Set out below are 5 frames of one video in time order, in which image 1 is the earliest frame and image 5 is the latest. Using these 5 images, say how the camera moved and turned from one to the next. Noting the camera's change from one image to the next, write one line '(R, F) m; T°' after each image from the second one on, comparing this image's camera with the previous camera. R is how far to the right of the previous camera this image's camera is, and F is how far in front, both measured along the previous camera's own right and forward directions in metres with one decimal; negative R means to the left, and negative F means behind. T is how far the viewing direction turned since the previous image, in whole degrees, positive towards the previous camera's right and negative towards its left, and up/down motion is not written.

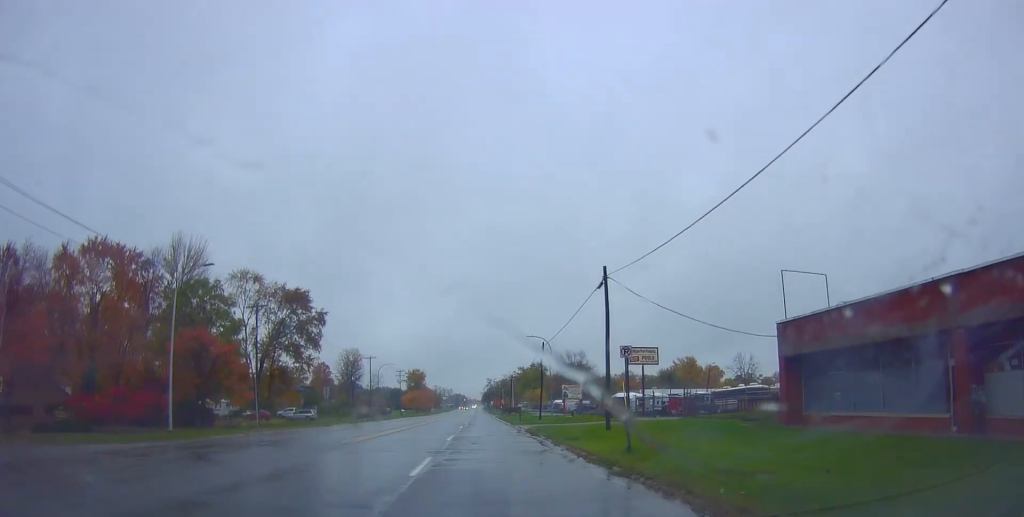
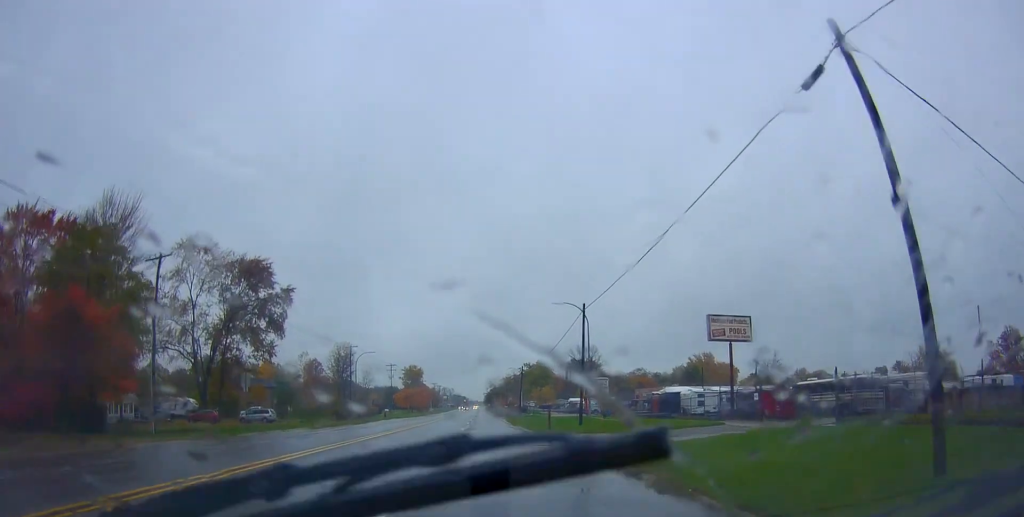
(+0.3, +20.2) m; +1°
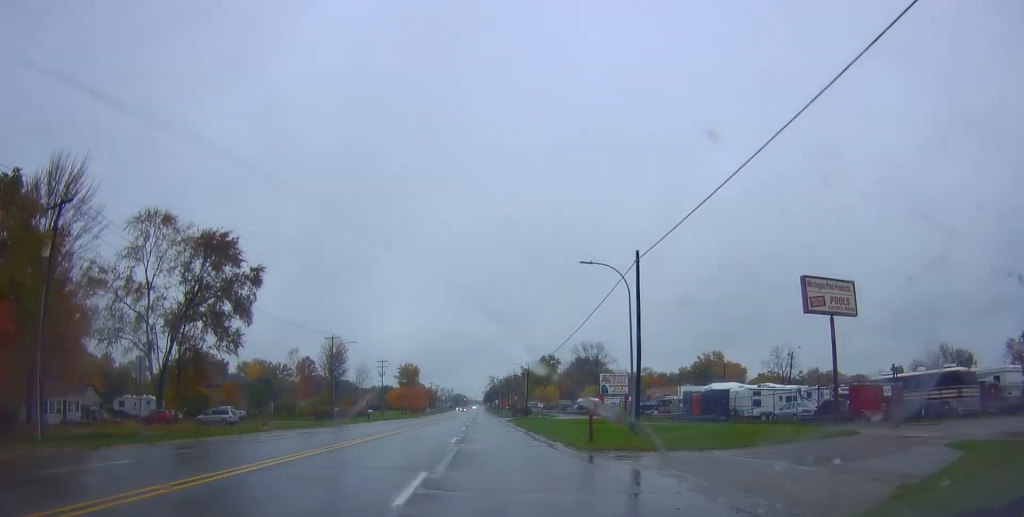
(+0.2, +12.1) m; 0°
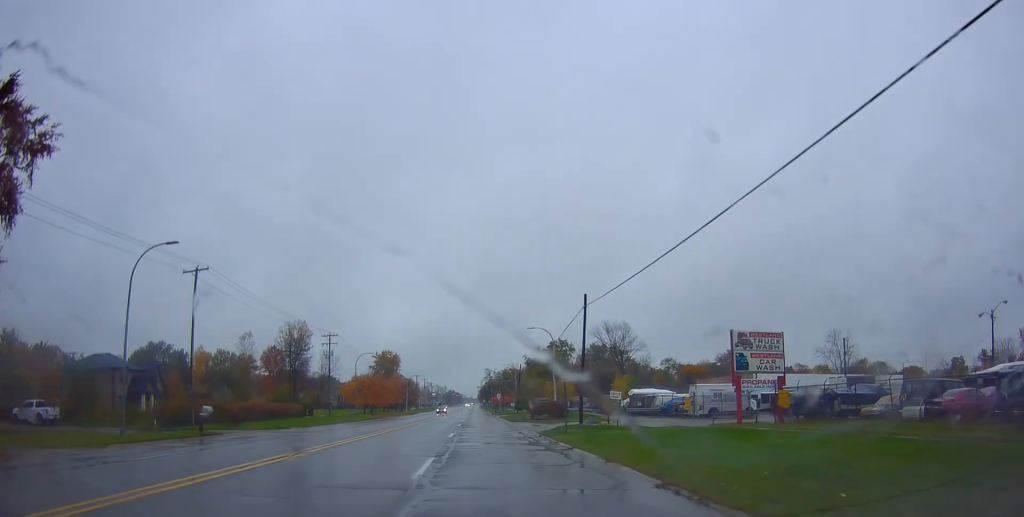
(+0.4, +43.1) m; +2°
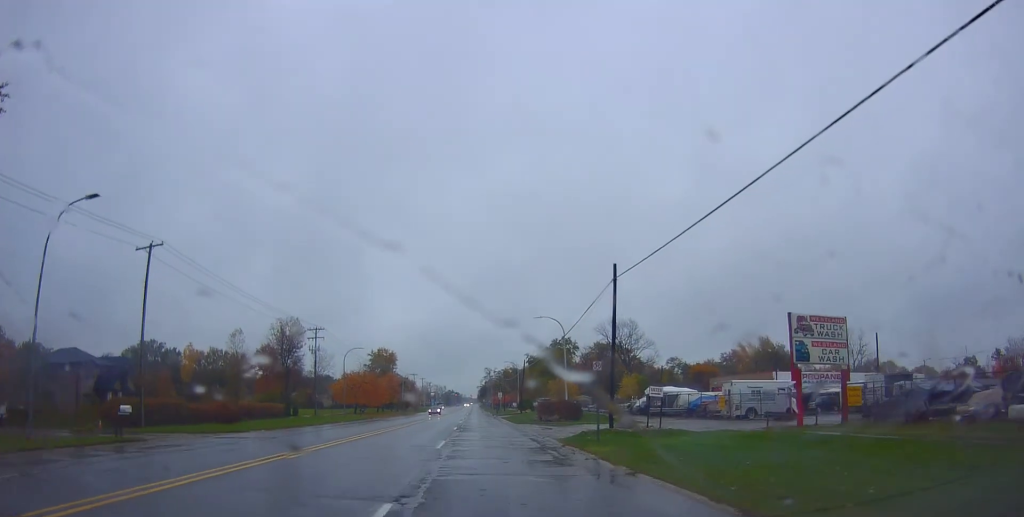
(0.0, +7.4) m; 0°
